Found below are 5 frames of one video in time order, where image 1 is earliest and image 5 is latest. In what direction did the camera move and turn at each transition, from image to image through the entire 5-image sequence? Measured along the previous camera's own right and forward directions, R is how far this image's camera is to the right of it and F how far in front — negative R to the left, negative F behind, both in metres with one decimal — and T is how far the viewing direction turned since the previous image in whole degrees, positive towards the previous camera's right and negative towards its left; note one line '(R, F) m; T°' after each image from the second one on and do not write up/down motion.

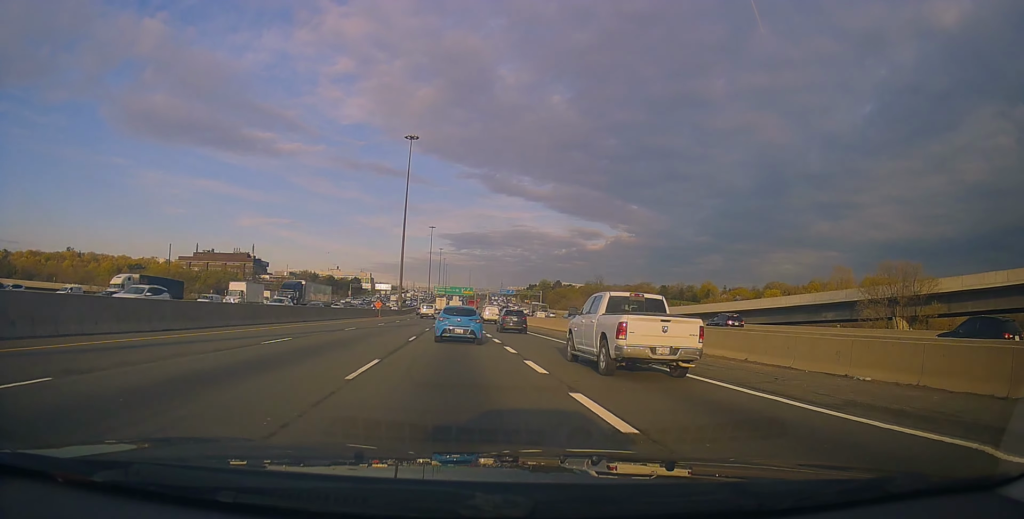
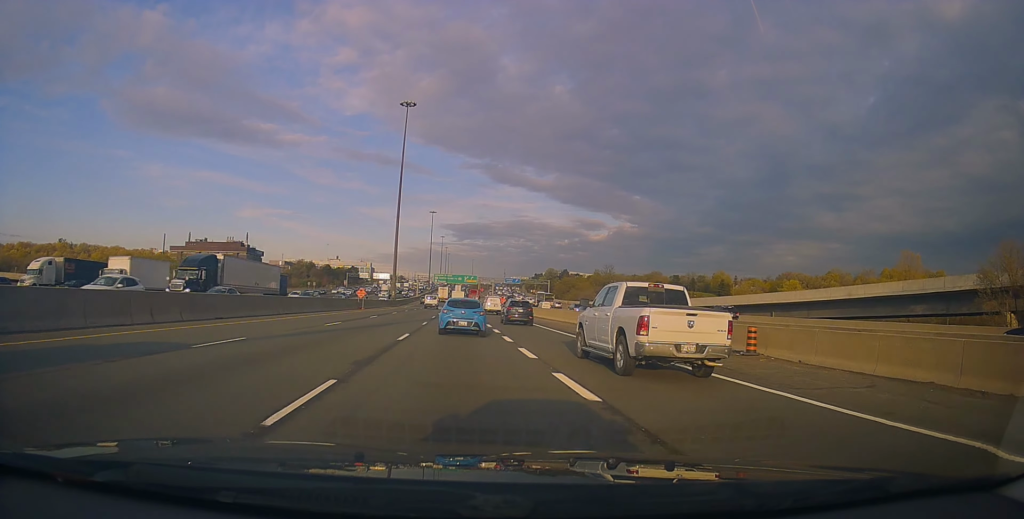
(-0.4, +16.6) m; 0°
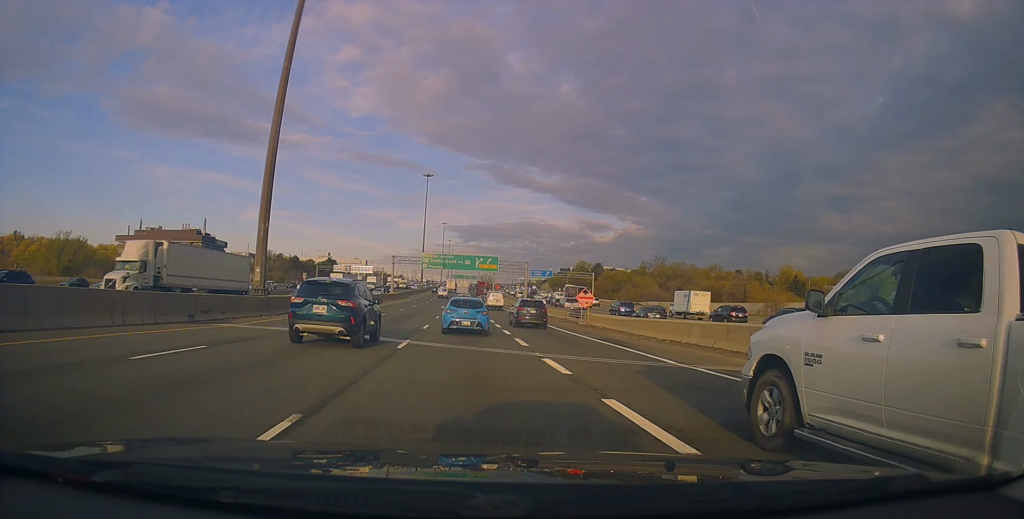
(-0.3, +75.7) m; +1°
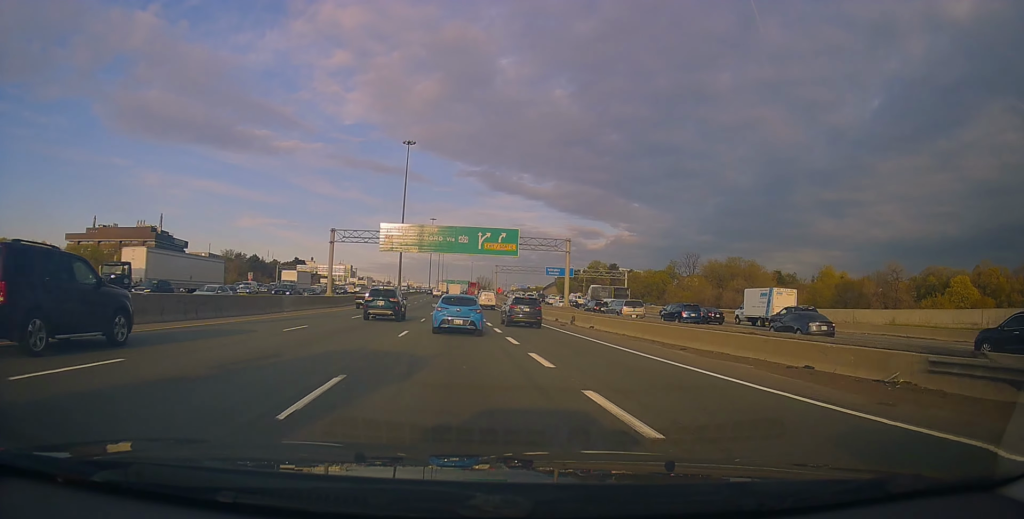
(-0.8, +43.5) m; -2°
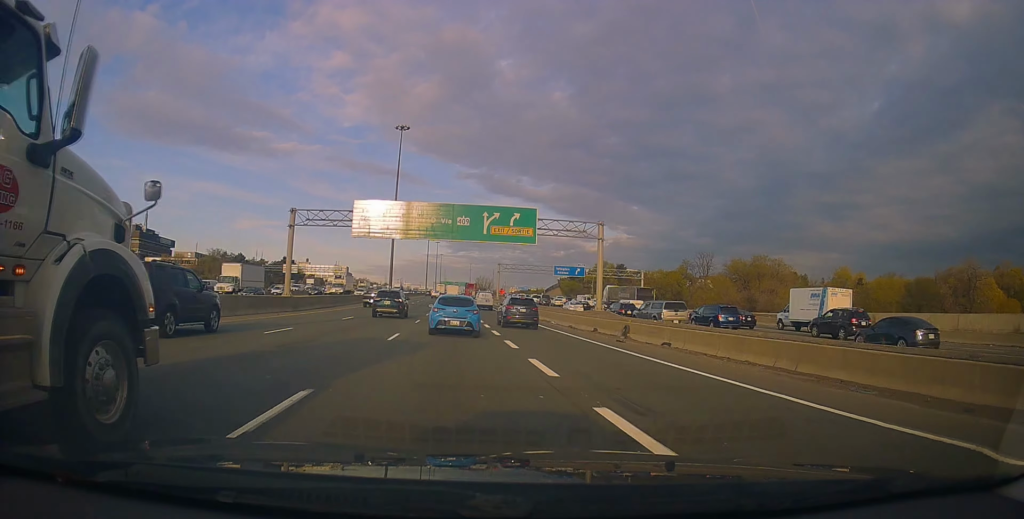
(+0.3, +13.7) m; +1°
